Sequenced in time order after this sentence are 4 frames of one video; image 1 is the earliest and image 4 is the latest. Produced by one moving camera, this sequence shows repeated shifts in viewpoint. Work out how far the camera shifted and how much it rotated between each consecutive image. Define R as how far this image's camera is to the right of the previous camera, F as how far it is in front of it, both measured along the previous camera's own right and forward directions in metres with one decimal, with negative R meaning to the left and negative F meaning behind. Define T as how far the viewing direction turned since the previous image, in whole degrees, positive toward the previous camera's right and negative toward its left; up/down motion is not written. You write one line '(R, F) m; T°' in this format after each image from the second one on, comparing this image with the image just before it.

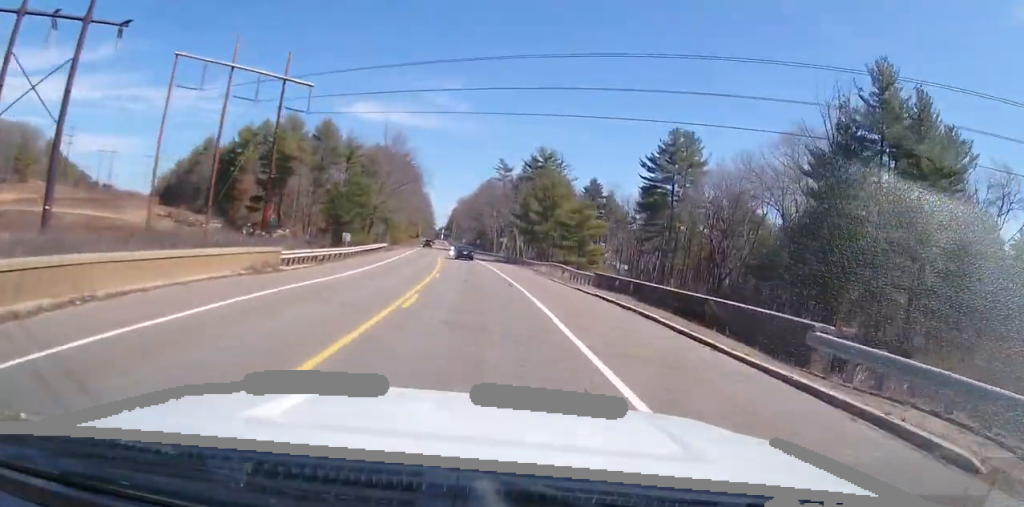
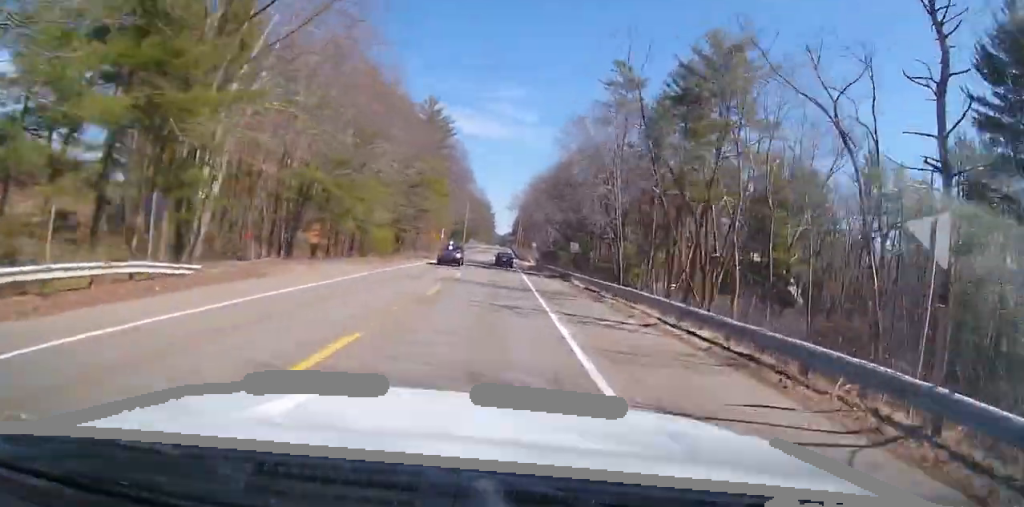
(+2.0, +68.1) m; -2°
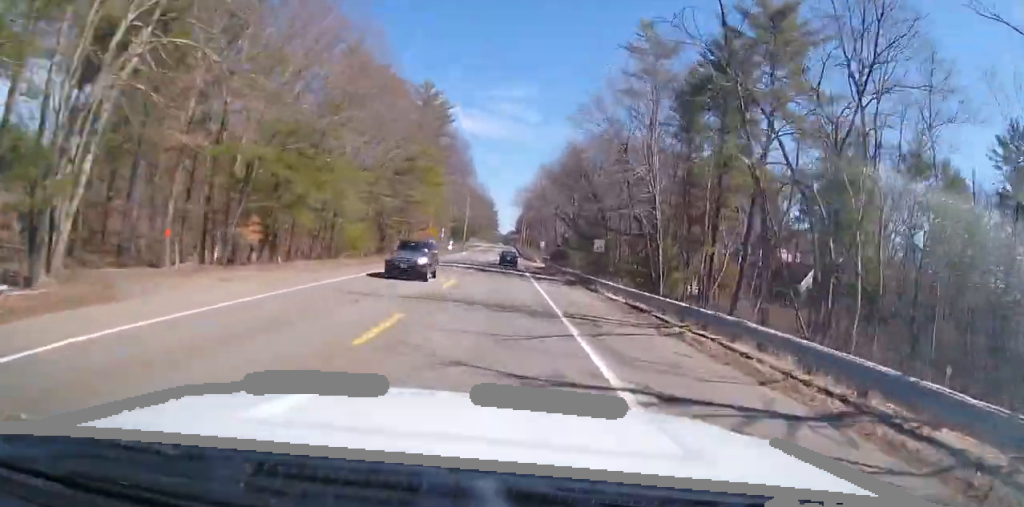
(-0.6, +9.3) m; -3°
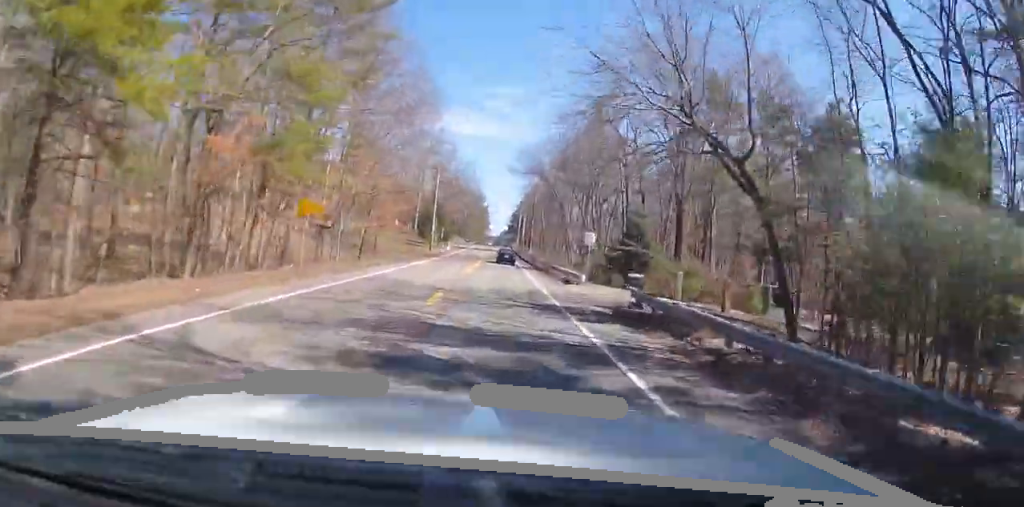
(+1.0, +42.7) m; +4°
